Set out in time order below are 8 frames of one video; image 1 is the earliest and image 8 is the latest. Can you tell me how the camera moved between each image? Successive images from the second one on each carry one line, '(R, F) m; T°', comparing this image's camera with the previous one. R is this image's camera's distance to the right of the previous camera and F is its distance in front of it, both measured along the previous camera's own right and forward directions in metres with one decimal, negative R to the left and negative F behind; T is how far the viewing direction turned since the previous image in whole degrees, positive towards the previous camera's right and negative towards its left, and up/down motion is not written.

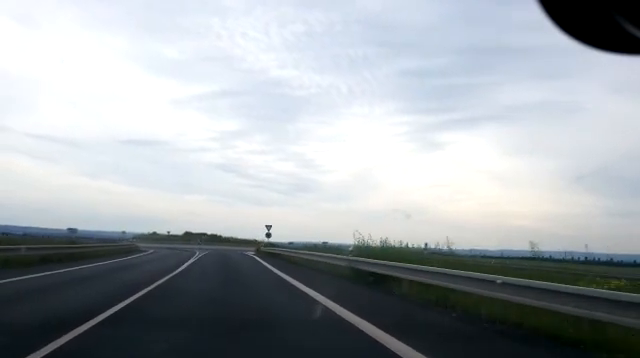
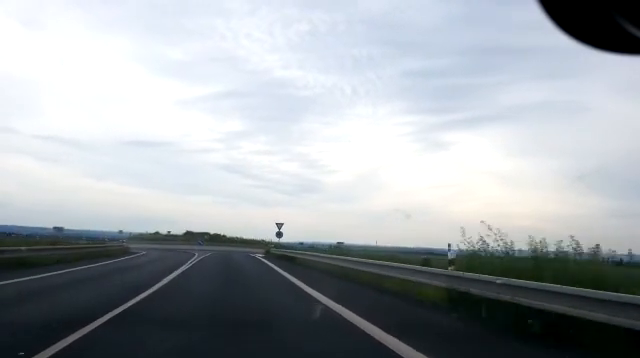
(-0.1, +7.6) m; -1°
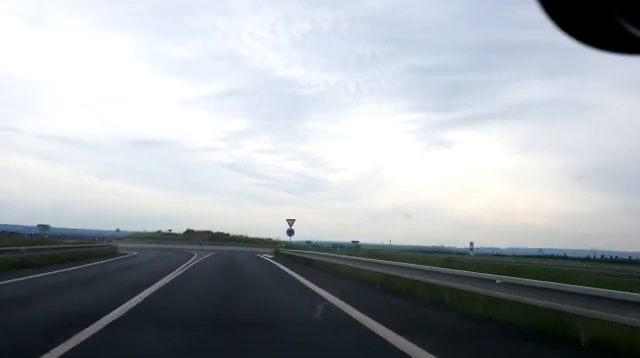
(-0.1, +6.0) m; 0°
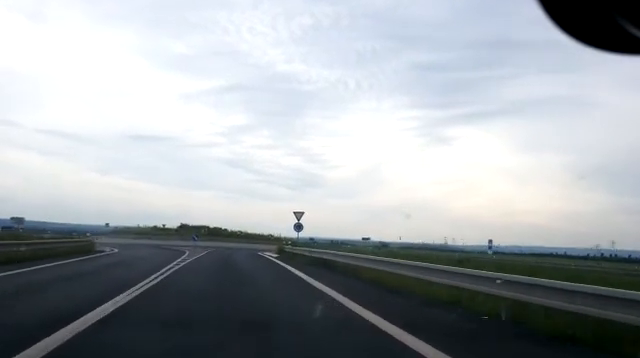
(-0.1, +5.9) m; 0°
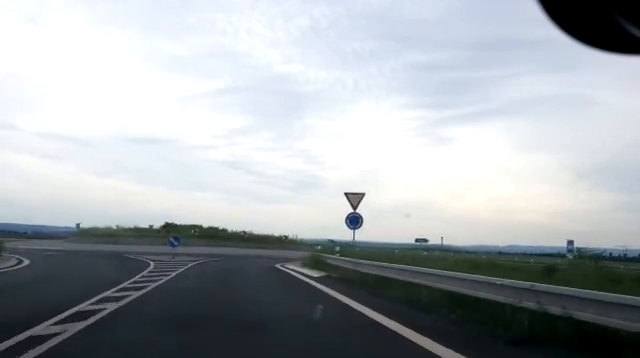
(+0.1, +15.4) m; -1°
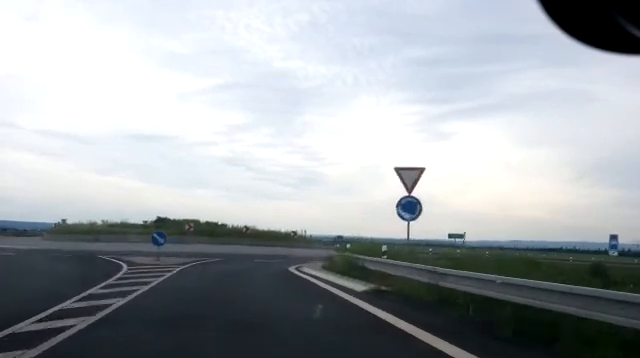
(-0.1, +5.8) m; -2°
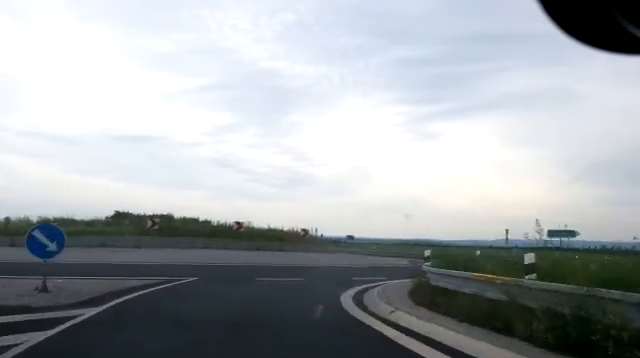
(0.0, +11.5) m; +10°
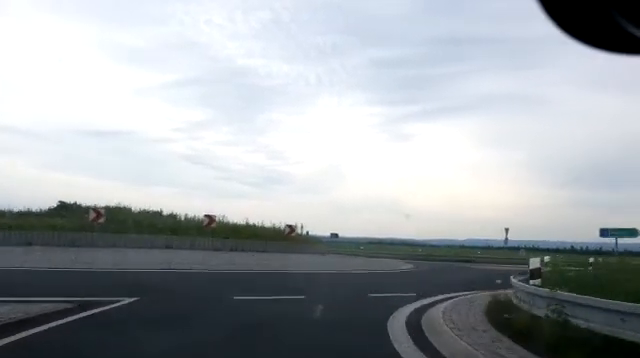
(+0.7, +4.7) m; +13°
